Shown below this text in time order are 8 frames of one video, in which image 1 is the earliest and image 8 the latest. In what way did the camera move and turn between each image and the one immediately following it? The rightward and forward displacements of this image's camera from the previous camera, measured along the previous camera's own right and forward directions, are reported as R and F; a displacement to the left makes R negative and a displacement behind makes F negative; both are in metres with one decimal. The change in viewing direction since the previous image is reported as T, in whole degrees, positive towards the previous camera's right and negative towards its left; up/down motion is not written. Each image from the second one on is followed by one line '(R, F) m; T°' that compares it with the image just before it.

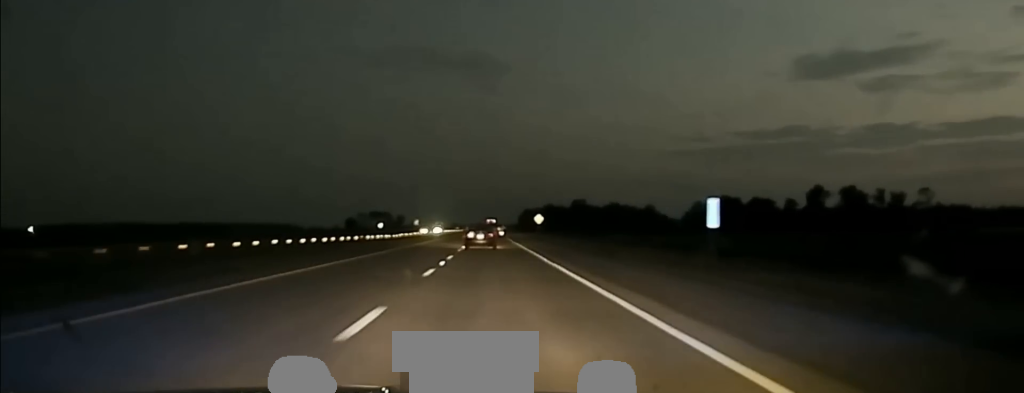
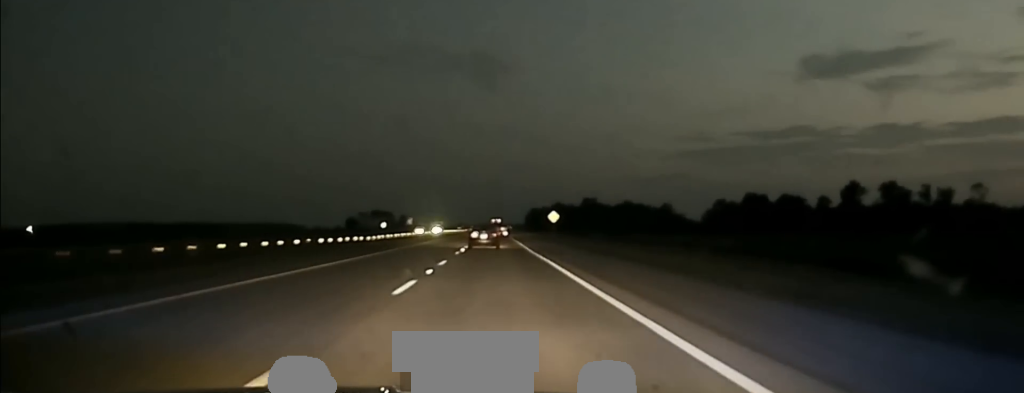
(-0.1, +30.5) m; 0°
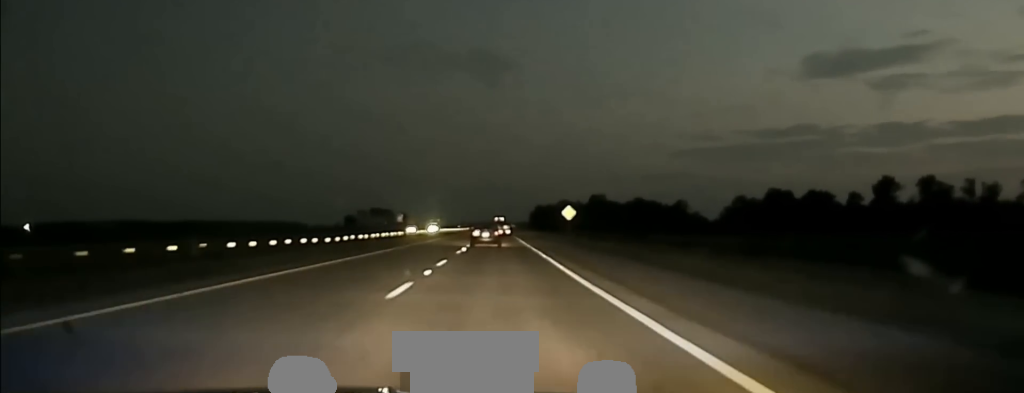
(-0.1, +29.4) m; 0°
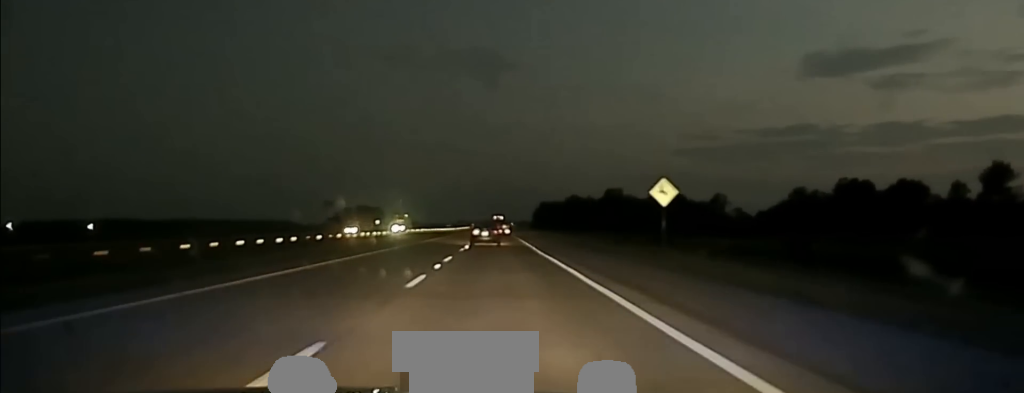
(-0.1, +76.0) m; 0°
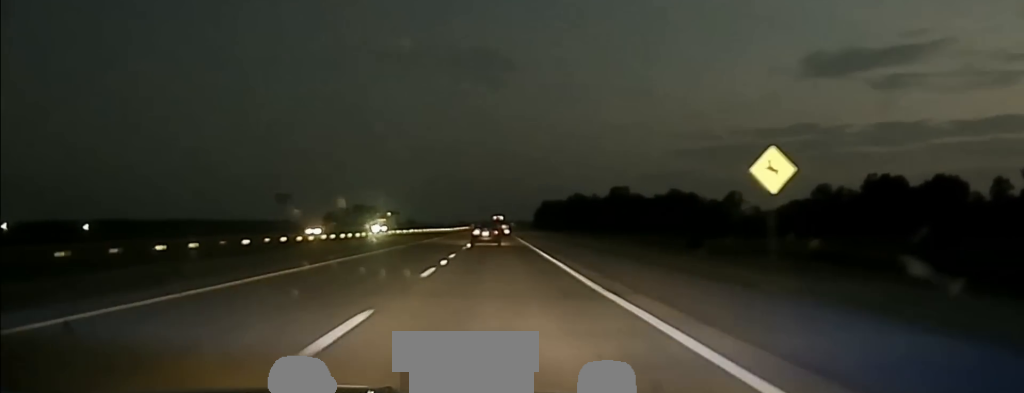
(+0.1, +21.1) m; 0°
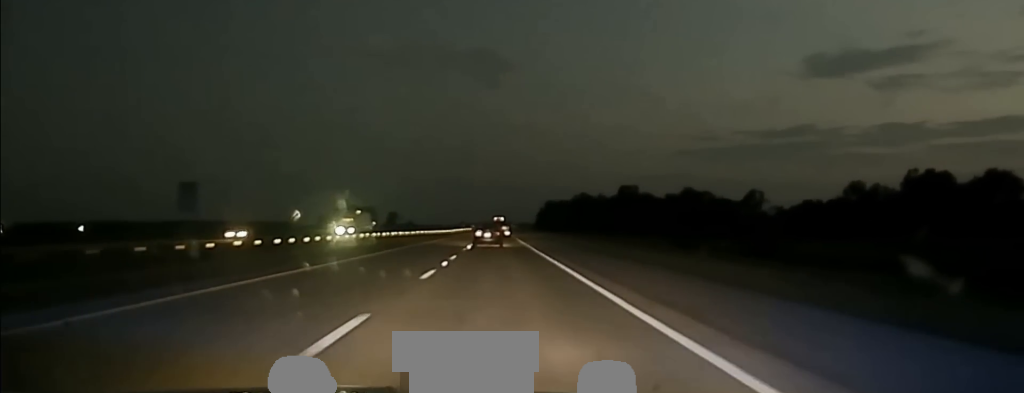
(0.0, +25.2) m; 0°
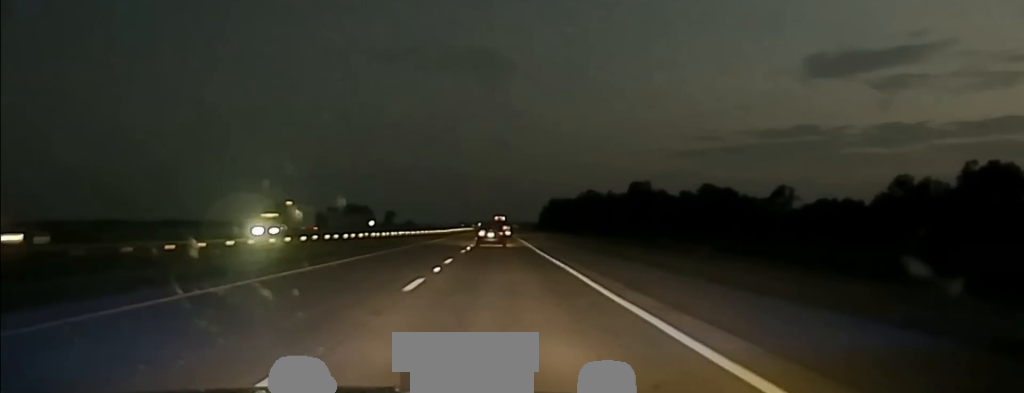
(0.0, +24.6) m; 0°
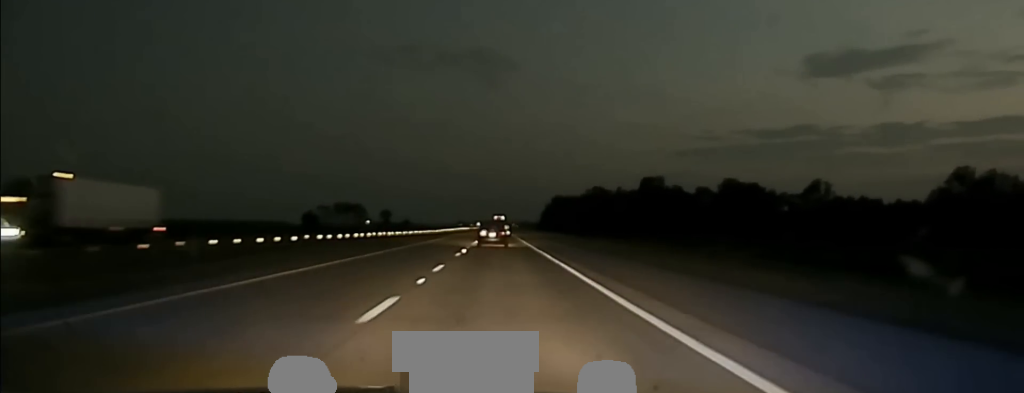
(0.0, +26.3) m; 0°
